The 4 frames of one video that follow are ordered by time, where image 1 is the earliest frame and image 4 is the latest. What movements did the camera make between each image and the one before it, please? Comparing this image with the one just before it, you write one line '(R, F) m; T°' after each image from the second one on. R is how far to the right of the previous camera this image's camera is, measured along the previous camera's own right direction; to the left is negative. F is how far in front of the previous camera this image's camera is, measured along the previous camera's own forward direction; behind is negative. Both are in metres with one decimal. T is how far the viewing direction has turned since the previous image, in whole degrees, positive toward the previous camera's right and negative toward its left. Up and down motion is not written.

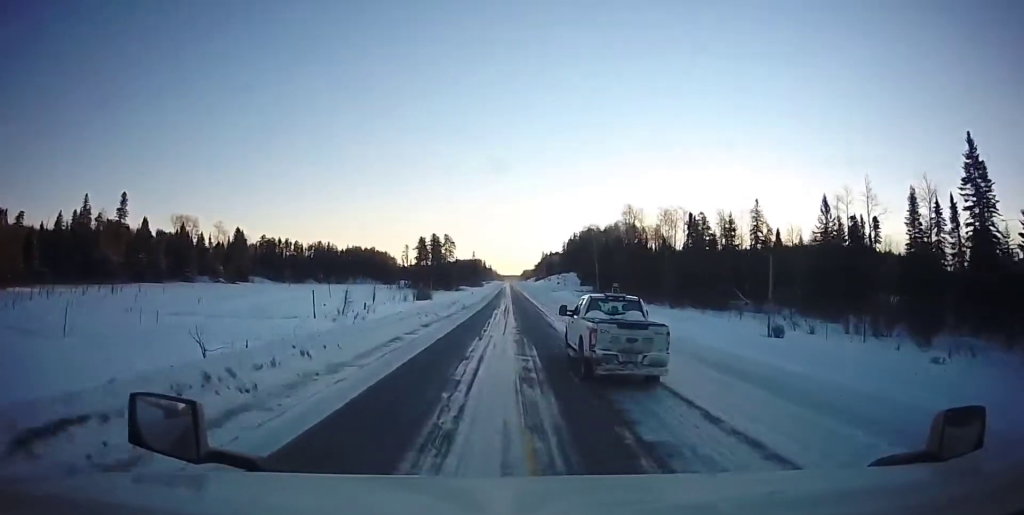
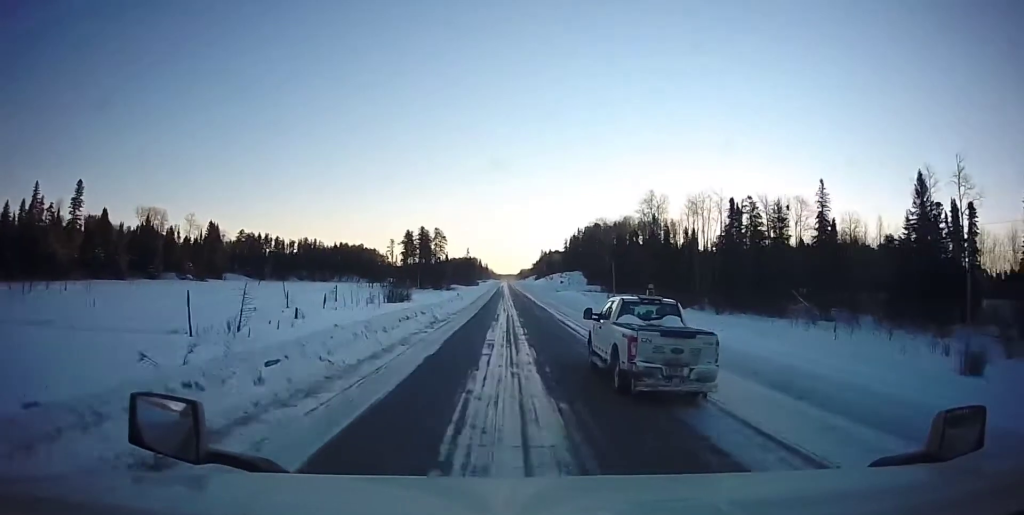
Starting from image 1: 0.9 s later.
(0.0, +24.4) m; +1°
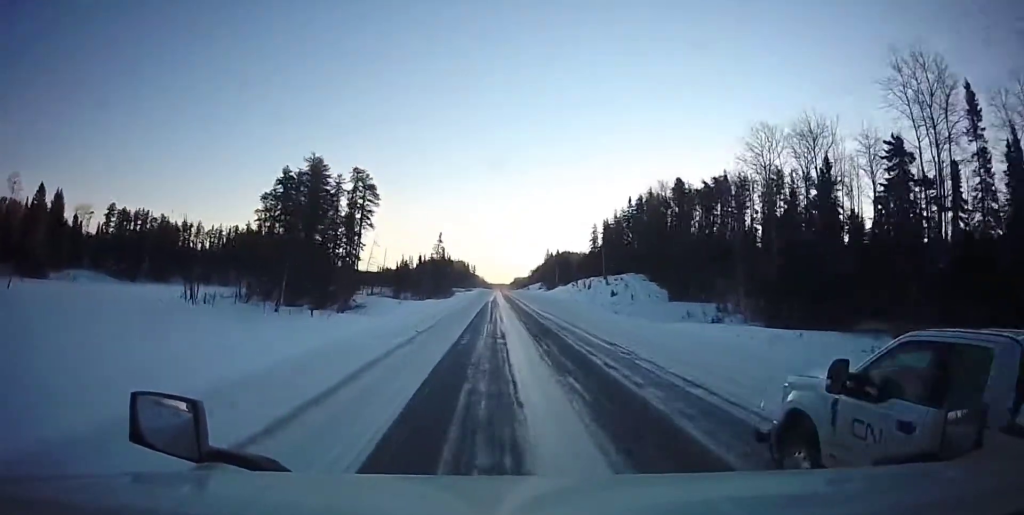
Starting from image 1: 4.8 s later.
(+2.8, +107.3) m; +2°
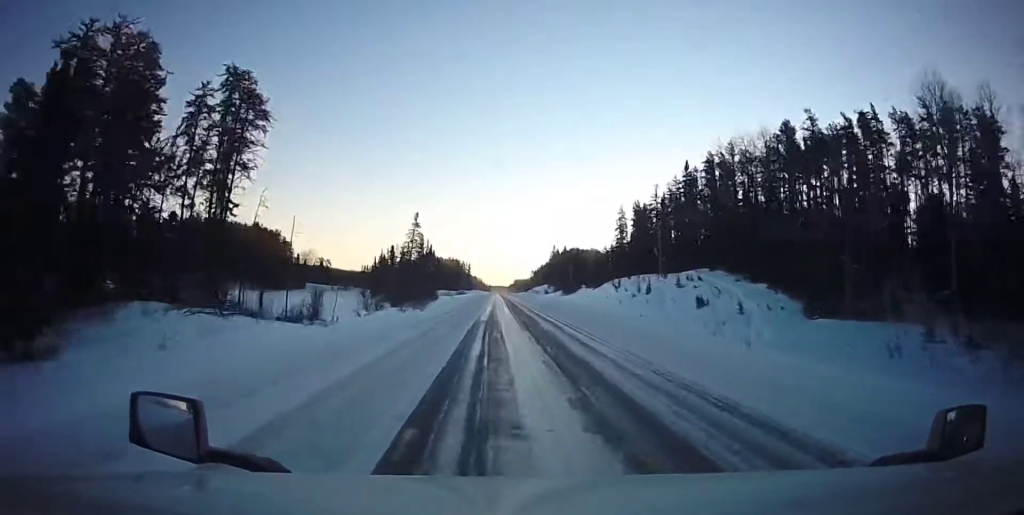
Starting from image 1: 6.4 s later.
(+0.6, +48.1) m; 0°
